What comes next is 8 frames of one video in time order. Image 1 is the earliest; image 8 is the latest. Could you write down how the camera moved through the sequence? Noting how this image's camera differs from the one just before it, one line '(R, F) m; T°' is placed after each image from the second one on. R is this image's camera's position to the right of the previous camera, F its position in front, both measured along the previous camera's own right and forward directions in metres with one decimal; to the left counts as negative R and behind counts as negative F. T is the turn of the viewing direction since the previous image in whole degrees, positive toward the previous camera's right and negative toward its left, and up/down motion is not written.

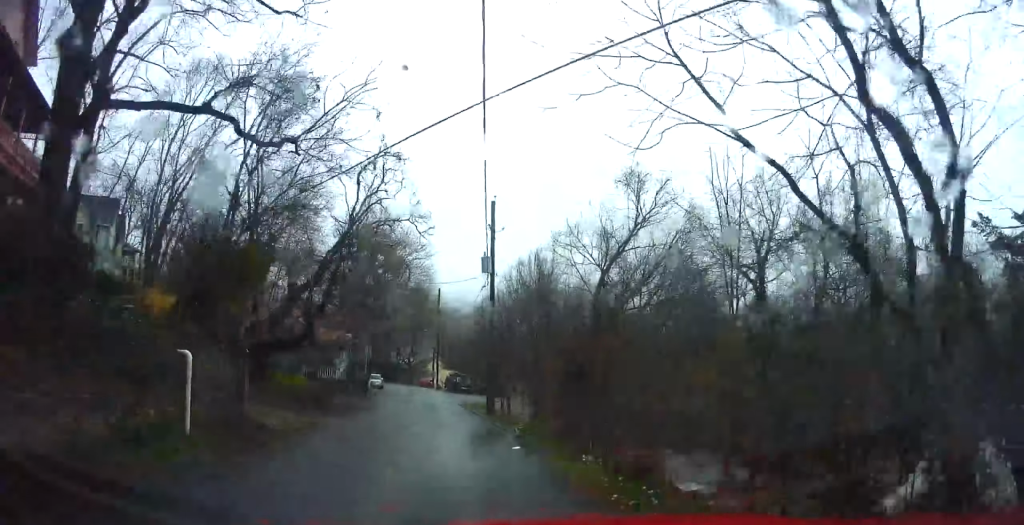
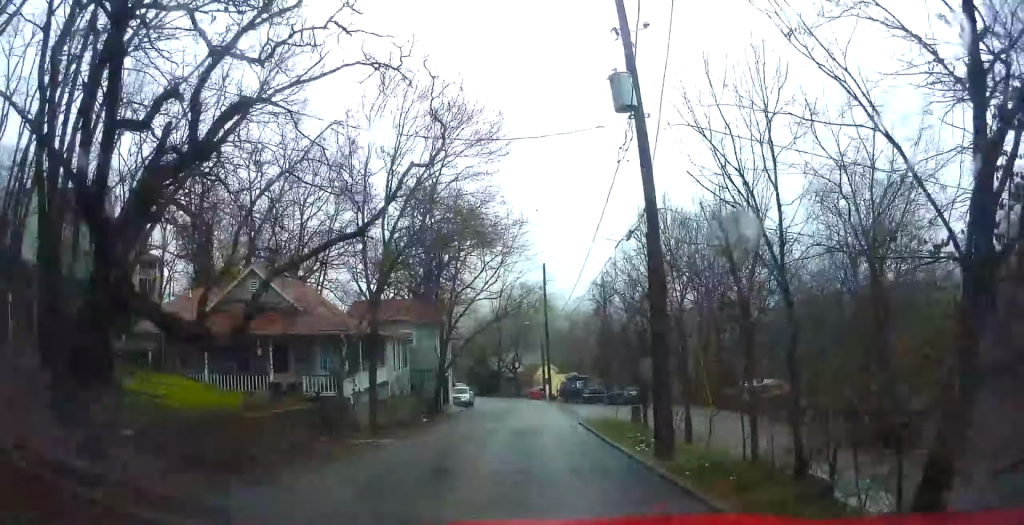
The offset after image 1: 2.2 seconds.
(-2.1, +16.0) m; -10°
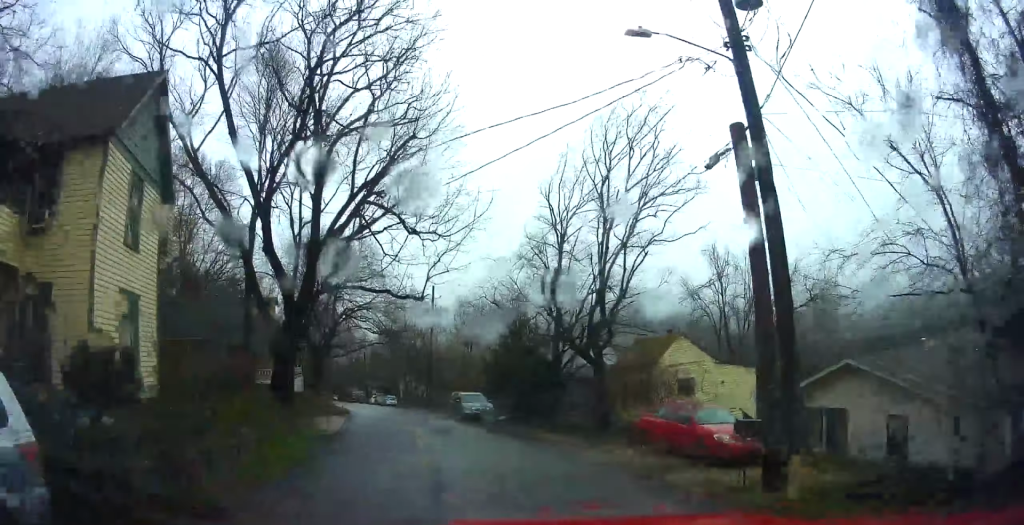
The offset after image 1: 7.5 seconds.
(-4.9, +42.6) m; -15°
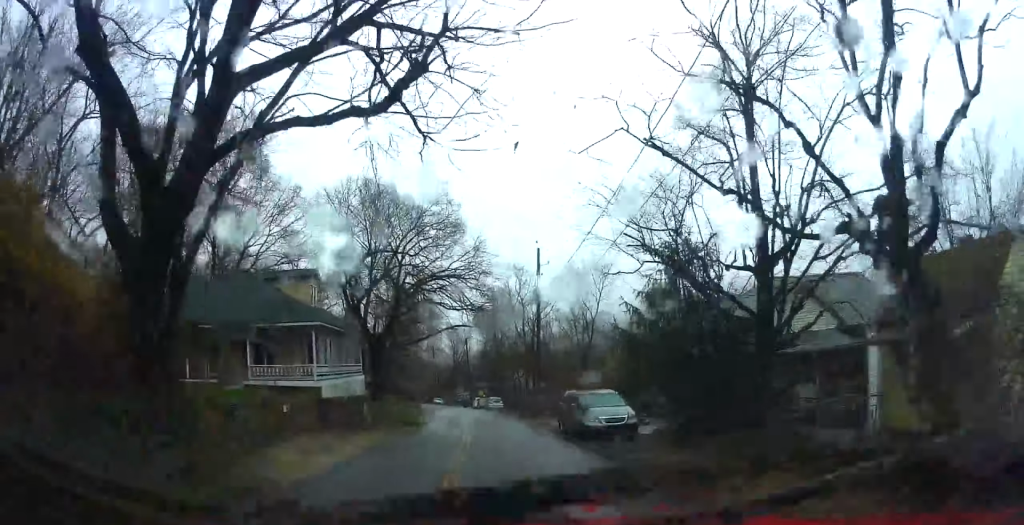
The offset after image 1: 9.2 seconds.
(-1.2, +14.7) m; -7°
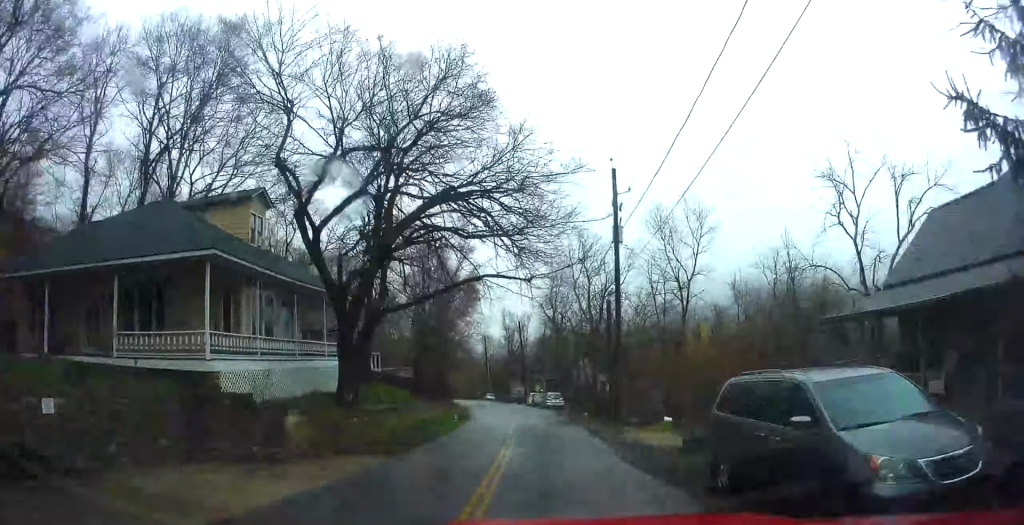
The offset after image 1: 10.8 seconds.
(-0.7, +14.3) m; -6°
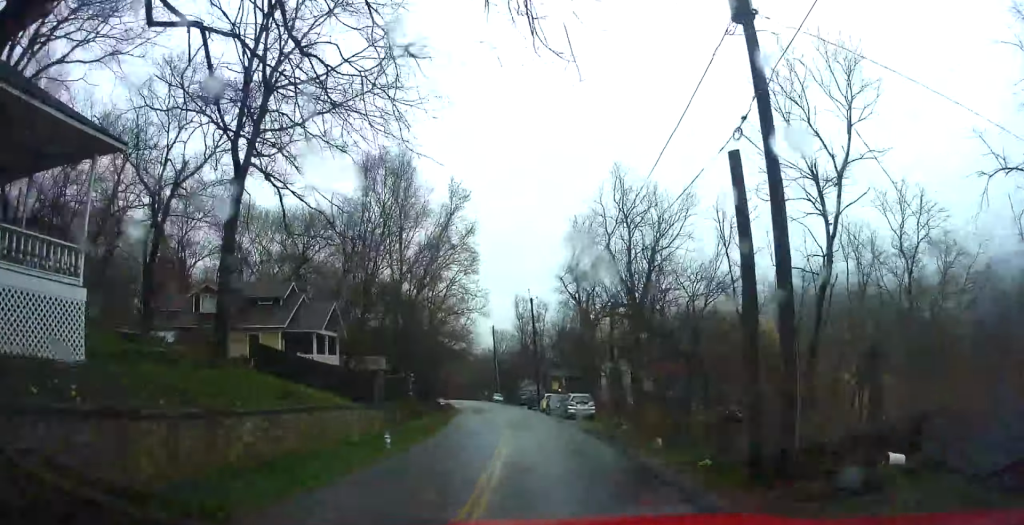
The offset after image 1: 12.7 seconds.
(-1.0, +17.8) m; -6°
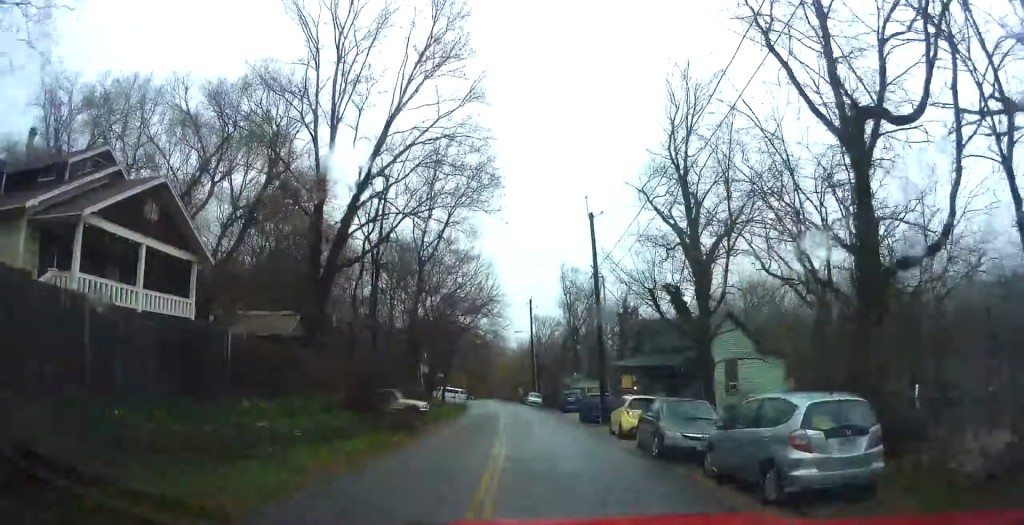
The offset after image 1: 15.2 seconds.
(-1.5, +25.5) m; -5°
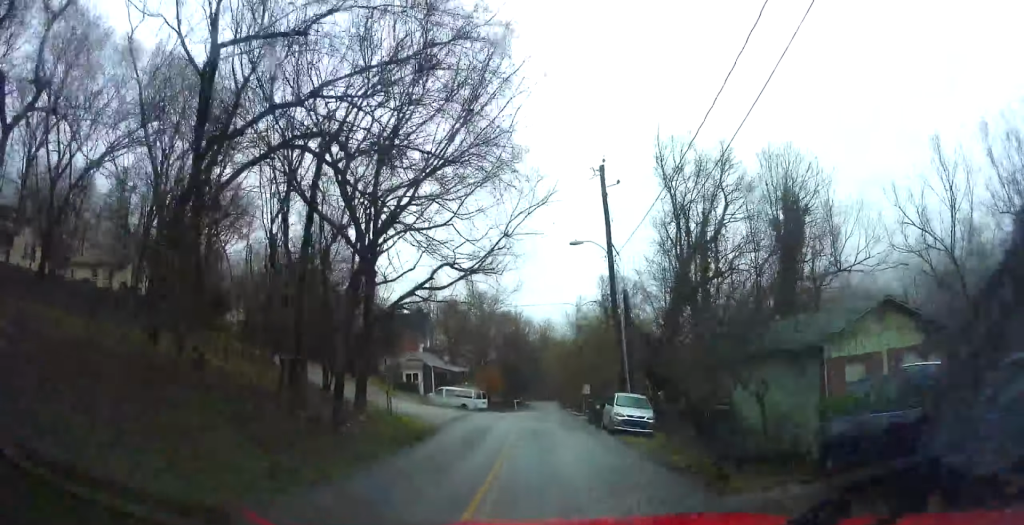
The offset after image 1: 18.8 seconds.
(-1.7, +40.1) m; -6°
